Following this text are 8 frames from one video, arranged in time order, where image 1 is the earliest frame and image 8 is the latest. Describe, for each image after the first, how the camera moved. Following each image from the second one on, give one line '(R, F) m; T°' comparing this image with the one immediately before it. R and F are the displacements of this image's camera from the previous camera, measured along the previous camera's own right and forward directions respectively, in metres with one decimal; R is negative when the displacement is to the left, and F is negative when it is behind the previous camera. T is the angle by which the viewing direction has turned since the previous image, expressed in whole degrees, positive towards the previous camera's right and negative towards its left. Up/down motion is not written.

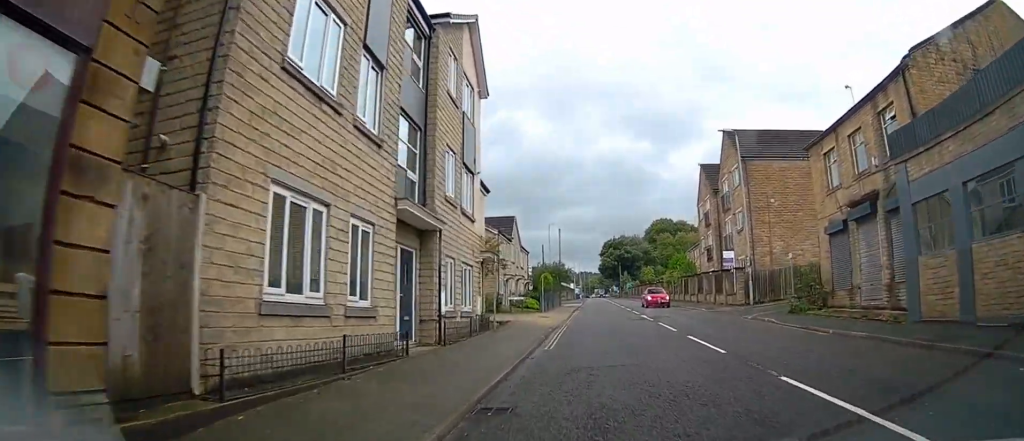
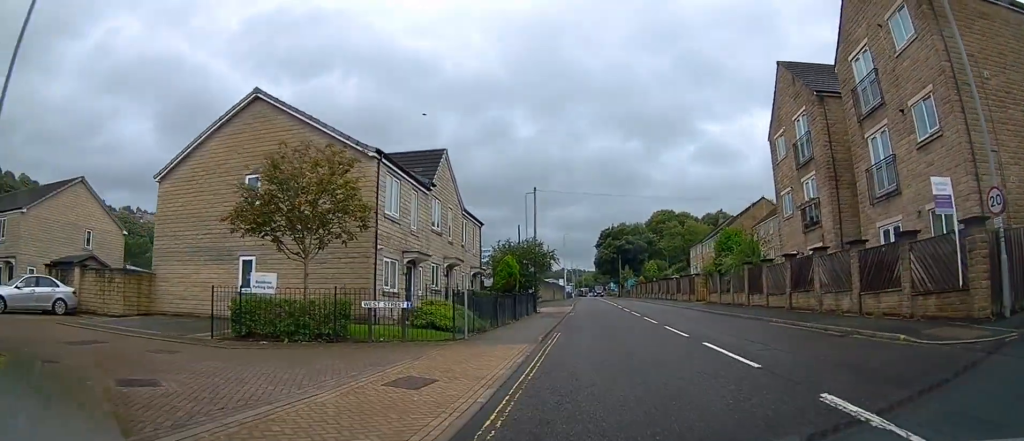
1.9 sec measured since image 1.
(-0.2, +20.9) m; +1°
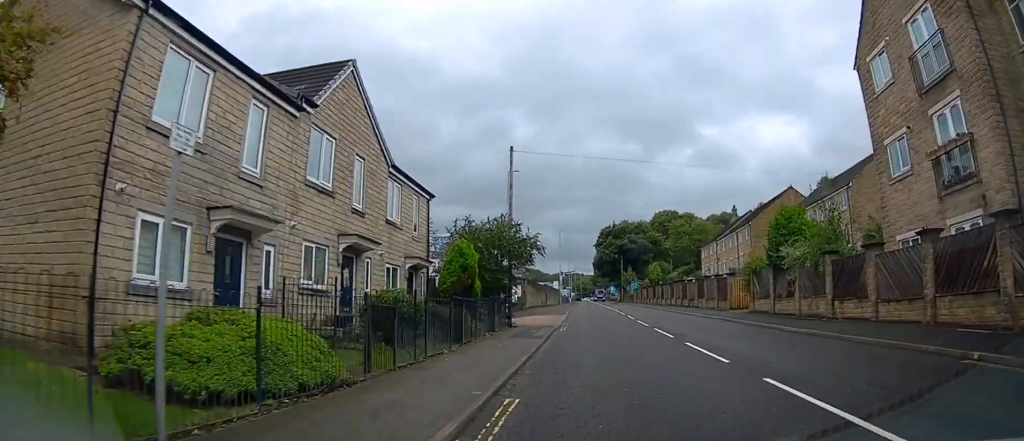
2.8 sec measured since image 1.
(+0.3, +10.0) m; +1°
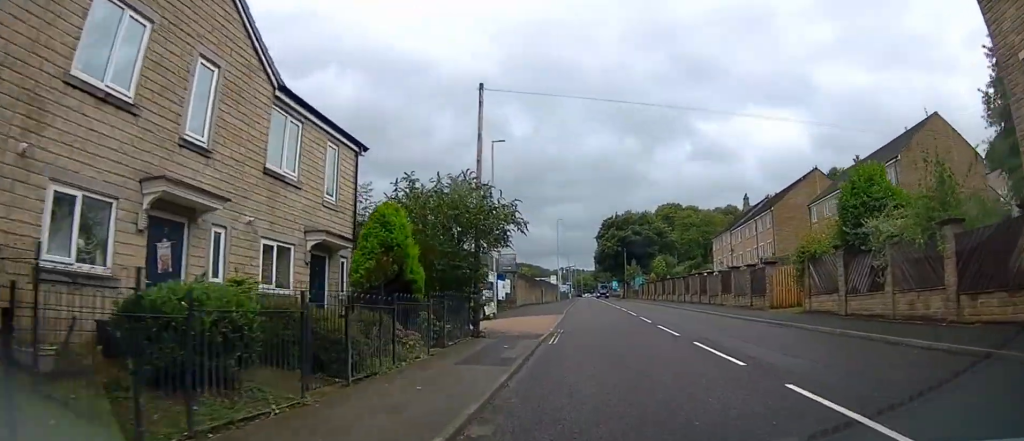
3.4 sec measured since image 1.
(-0.1, +7.1) m; -1°
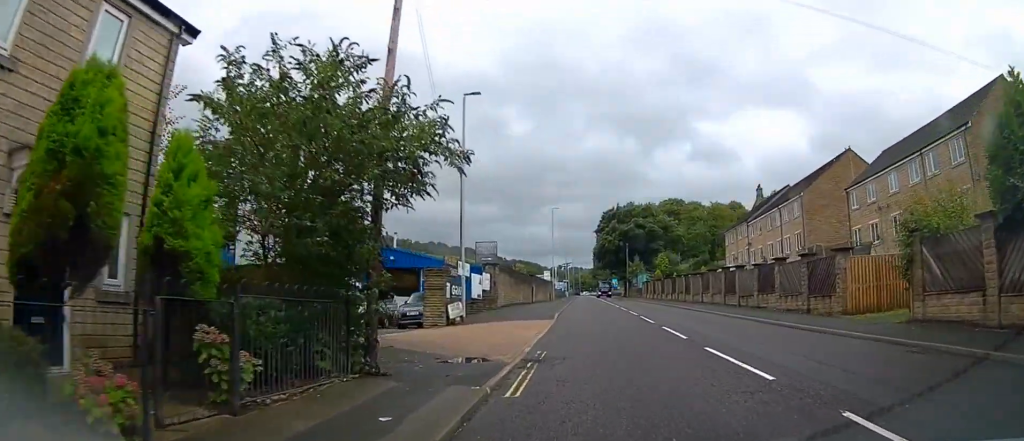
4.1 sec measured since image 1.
(-0.1, +7.6) m; 0°
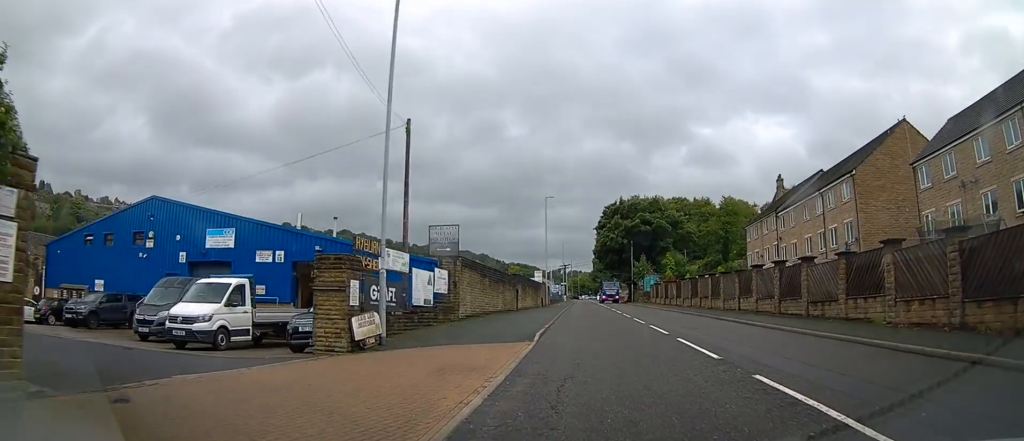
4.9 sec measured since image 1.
(-0.1, +9.3) m; 0°
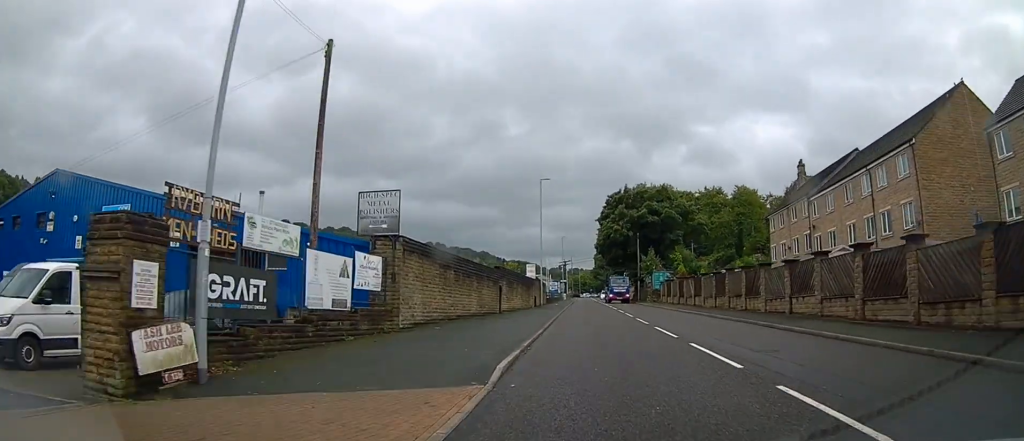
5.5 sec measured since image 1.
(+0.1, +7.4) m; 0°
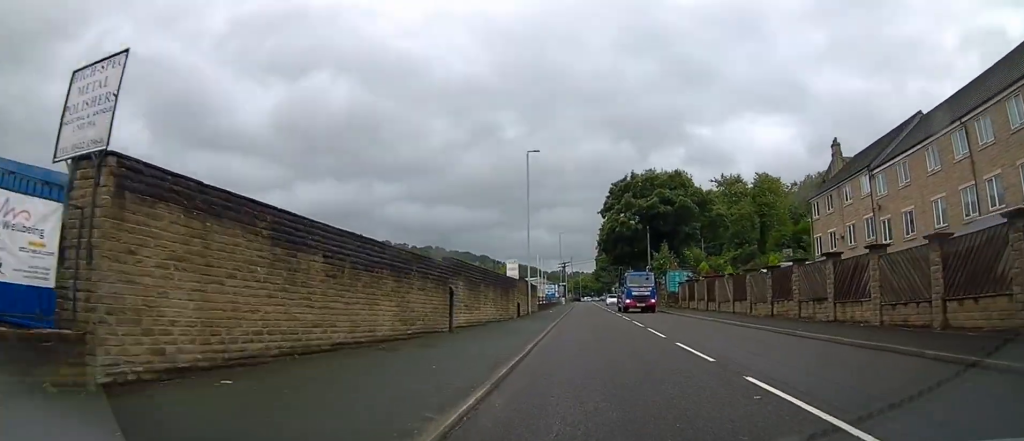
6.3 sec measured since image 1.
(-0.1, +9.9) m; 0°
